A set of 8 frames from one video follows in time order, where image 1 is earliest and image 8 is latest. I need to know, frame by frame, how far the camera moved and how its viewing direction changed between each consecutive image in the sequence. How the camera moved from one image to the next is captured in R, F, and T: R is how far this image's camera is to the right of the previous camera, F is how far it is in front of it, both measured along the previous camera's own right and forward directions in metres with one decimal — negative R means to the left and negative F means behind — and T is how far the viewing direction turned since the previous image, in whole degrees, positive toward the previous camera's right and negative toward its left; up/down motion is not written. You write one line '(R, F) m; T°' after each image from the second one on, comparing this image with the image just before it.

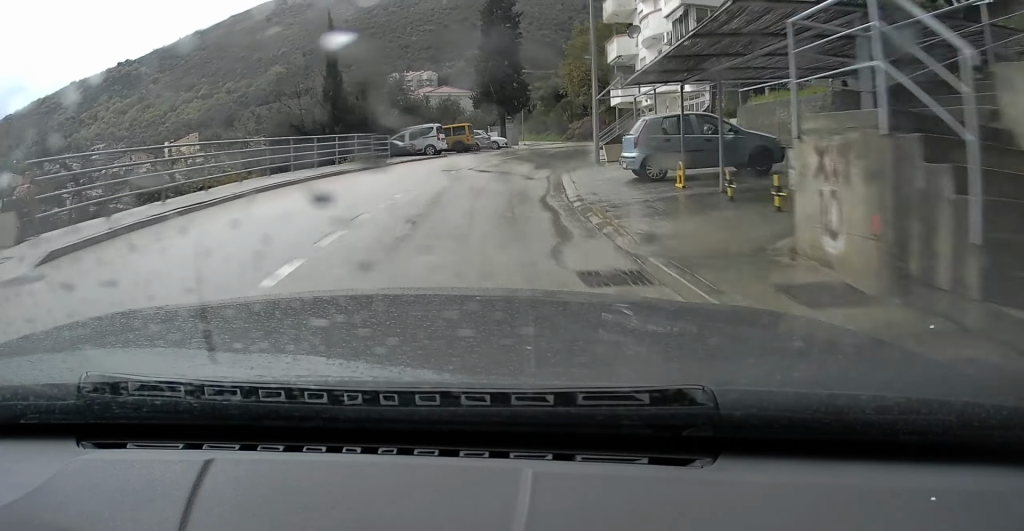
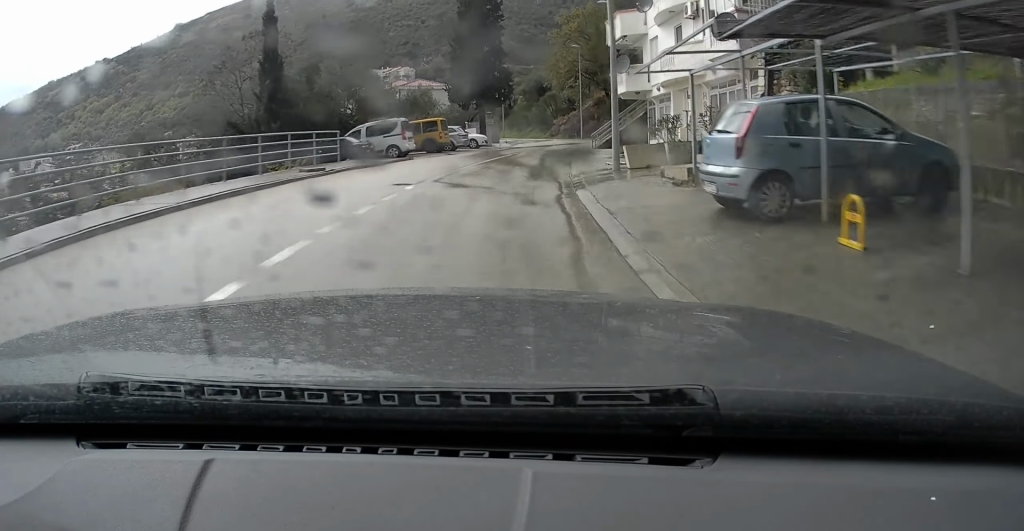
(+0.1, +7.0) m; +2°
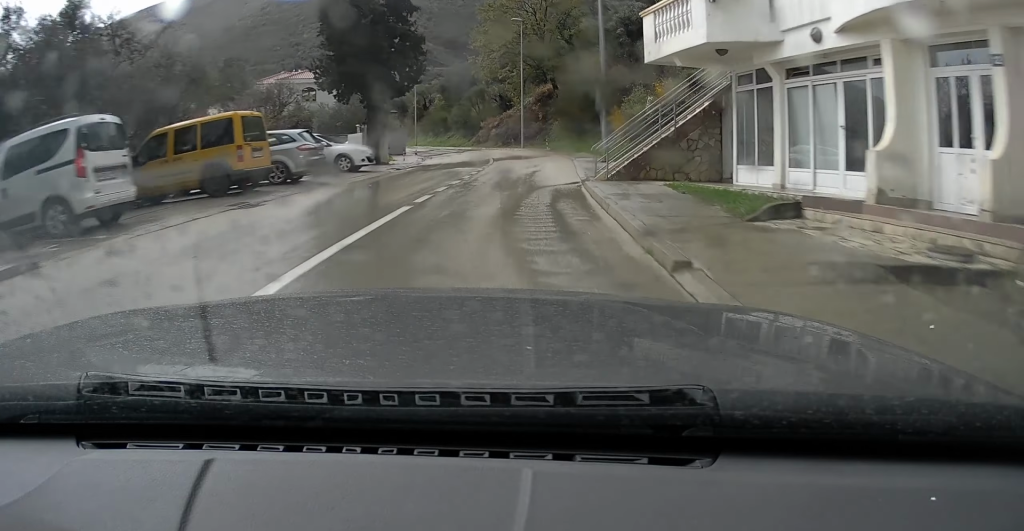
(+1.4, +20.5) m; +7°
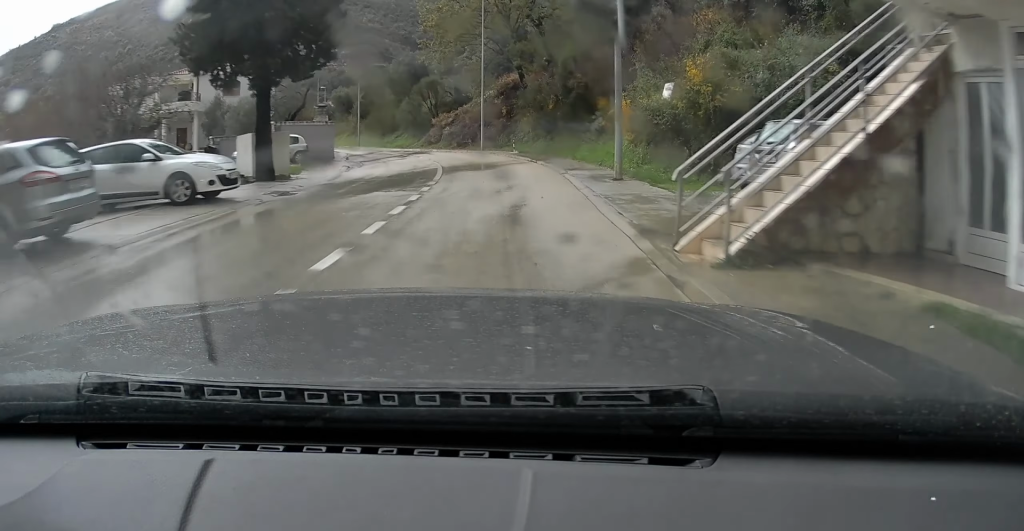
(+0.3, +10.2) m; +2°
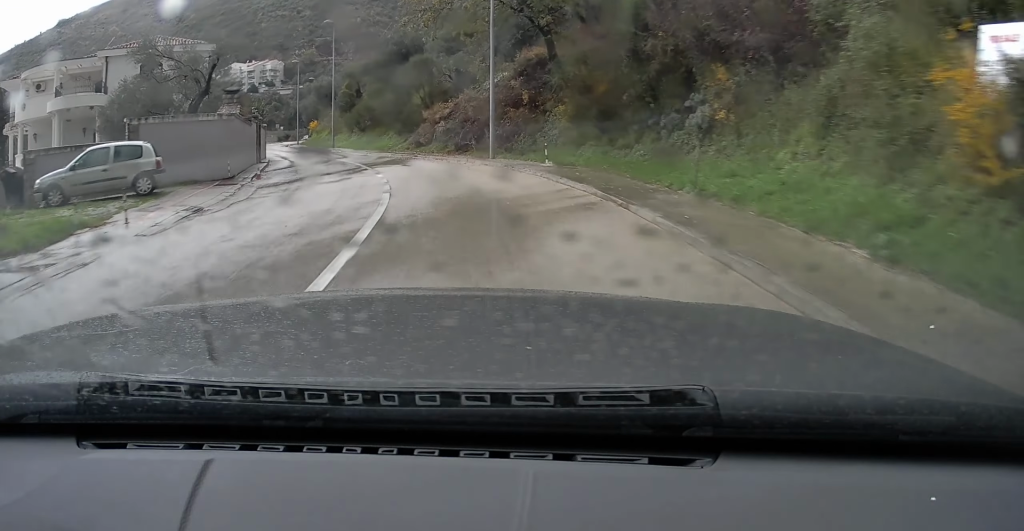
(+0.3, +16.2) m; +1°
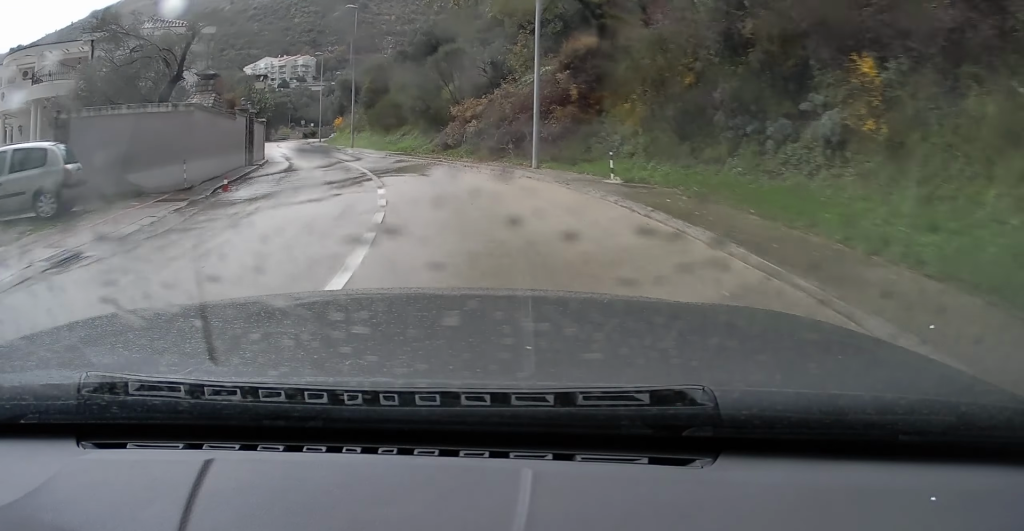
(+0.1, +5.6) m; 0°
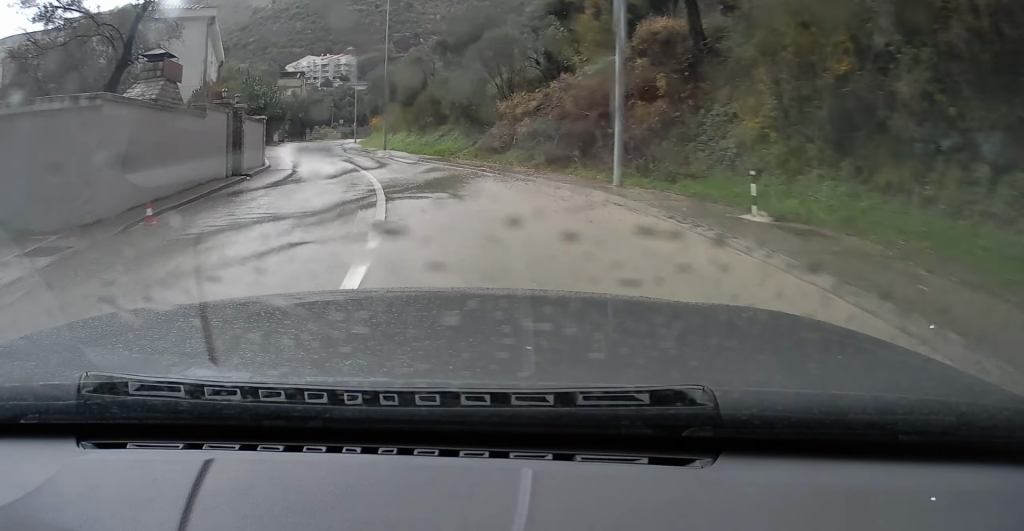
(-0.2, +5.9) m; -3°
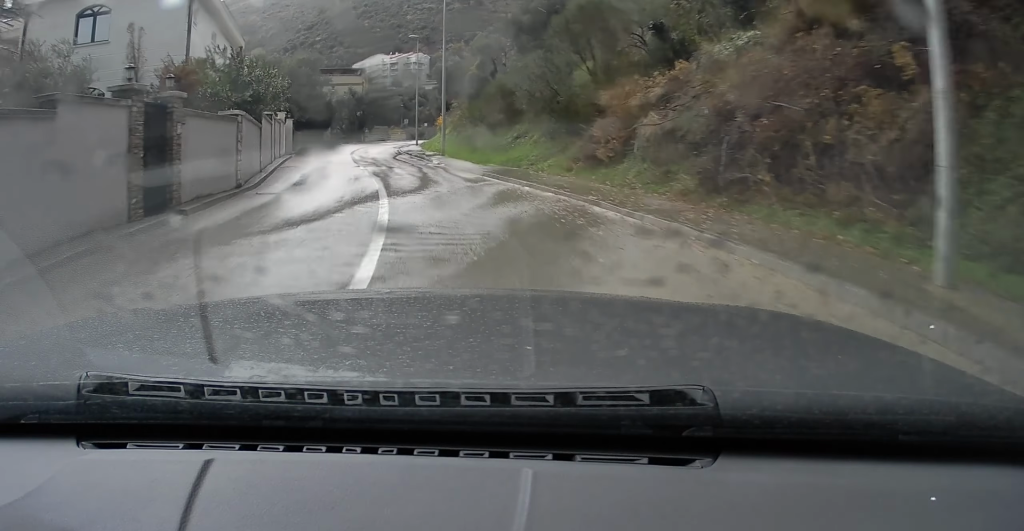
(0.0, +8.6) m; -5°
